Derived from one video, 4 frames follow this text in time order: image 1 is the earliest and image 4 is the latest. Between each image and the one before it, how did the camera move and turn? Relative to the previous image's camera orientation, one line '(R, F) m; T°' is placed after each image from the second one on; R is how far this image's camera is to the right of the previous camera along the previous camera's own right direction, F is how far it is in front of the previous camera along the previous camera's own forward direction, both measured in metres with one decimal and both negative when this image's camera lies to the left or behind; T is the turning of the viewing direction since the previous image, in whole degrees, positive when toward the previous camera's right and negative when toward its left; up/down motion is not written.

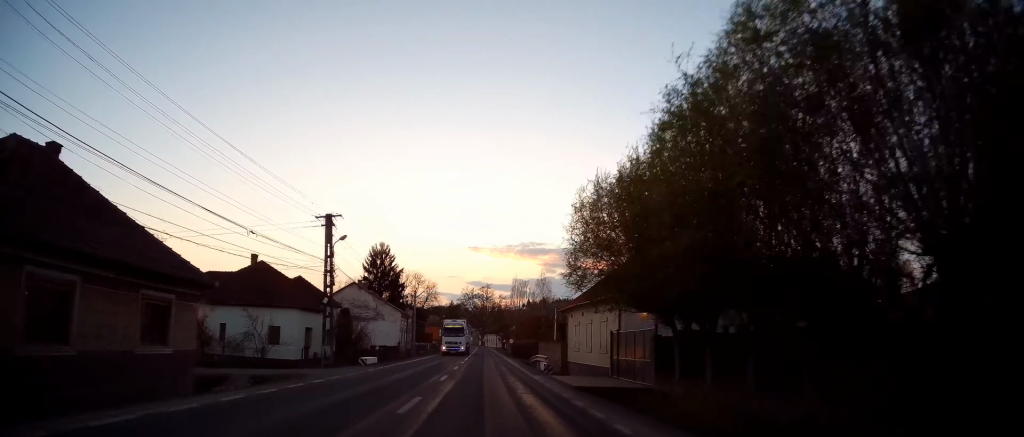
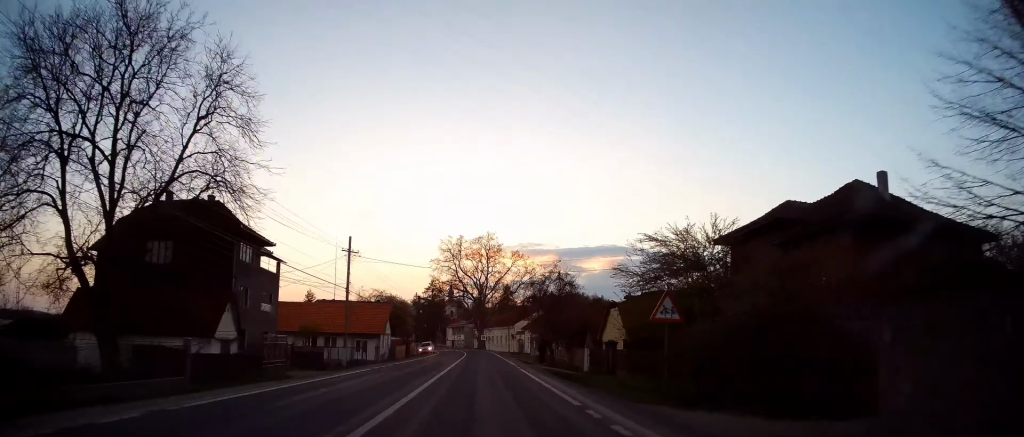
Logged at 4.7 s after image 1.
(+0.8, +99.7) m; +1°
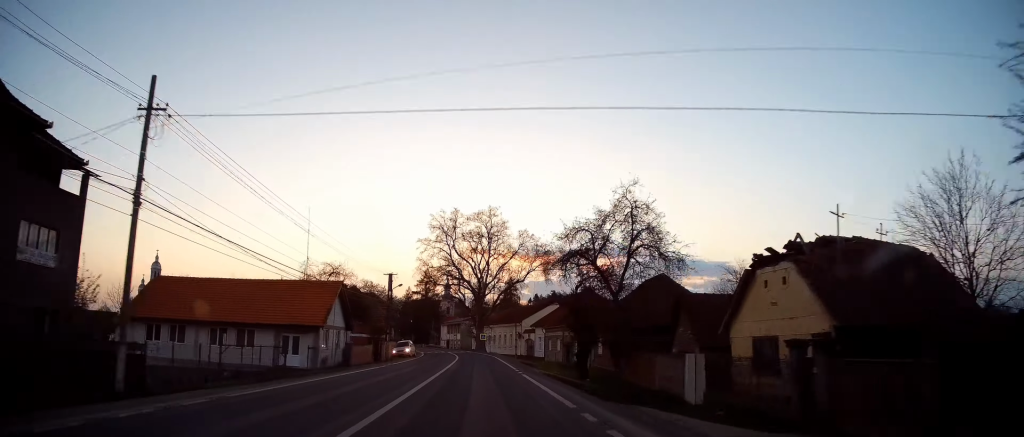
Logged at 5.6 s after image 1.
(-0.1, +21.3) m; -1°
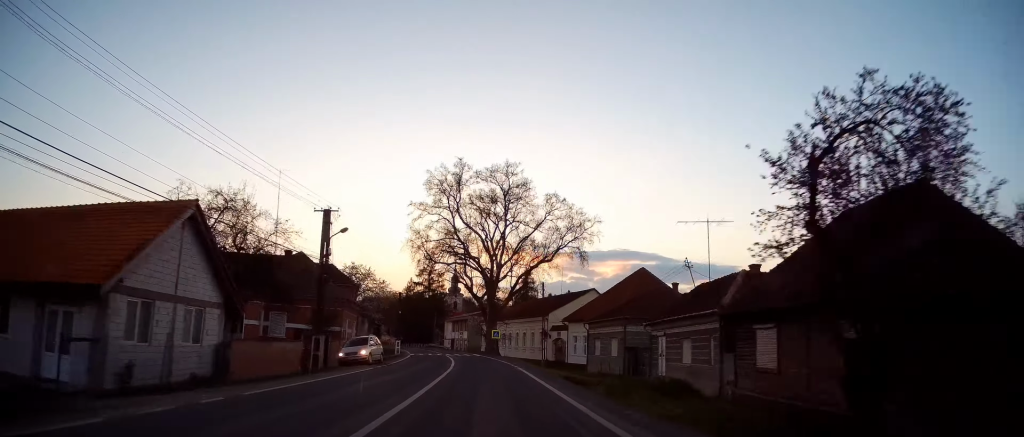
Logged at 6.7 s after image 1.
(-0.2, +22.9) m; -1°
